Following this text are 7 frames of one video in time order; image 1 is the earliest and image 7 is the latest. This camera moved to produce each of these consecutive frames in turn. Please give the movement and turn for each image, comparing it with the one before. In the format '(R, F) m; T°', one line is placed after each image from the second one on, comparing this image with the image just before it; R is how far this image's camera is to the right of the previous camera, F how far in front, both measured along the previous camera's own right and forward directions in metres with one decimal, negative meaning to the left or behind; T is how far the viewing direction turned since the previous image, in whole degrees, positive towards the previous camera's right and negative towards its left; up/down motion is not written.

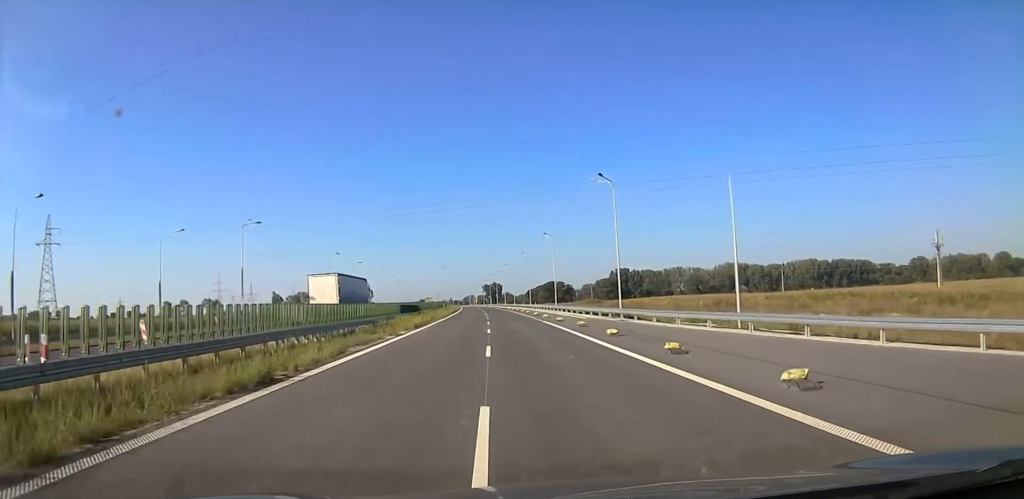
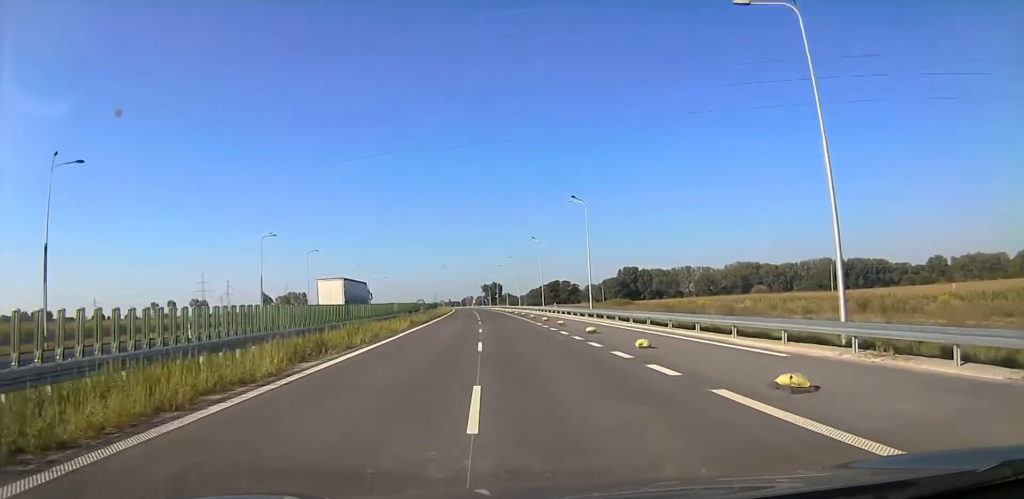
(+1.4, +33.0) m; +1°
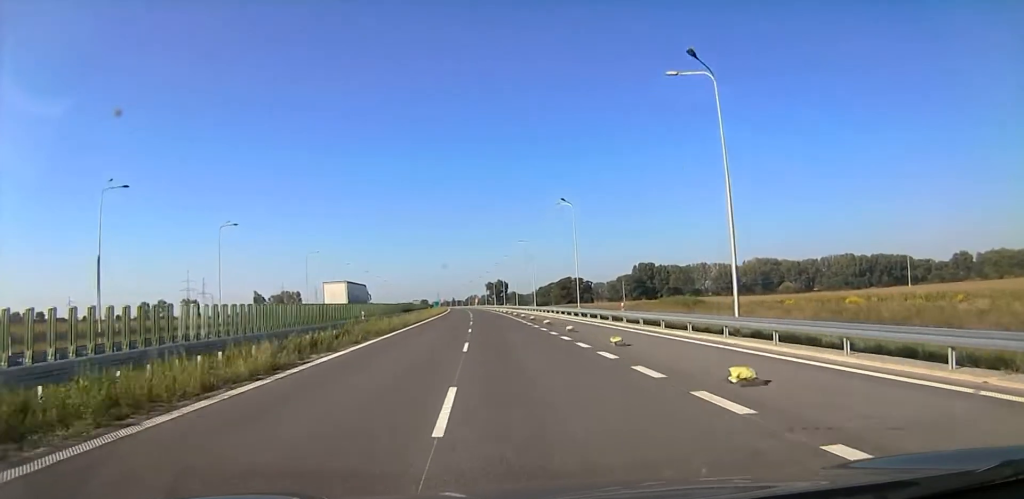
(-1.0, +36.3) m; -1°
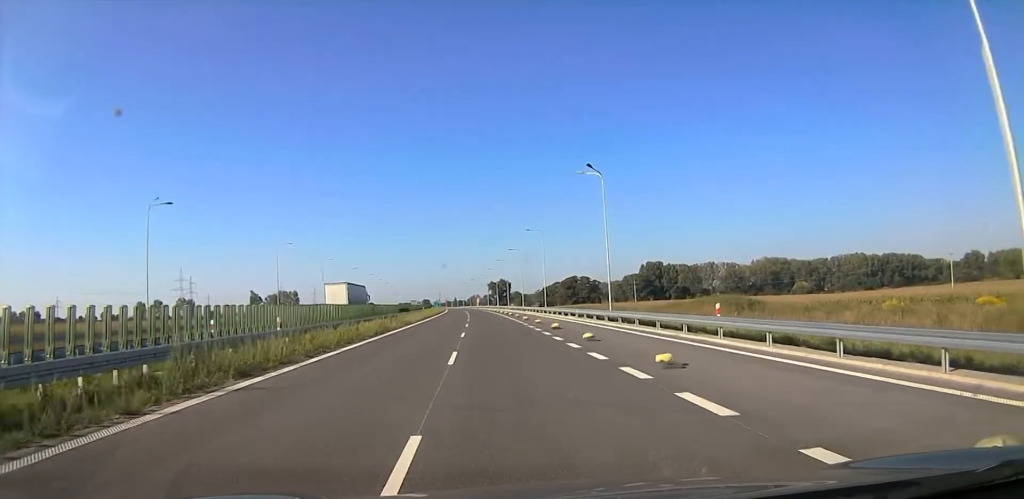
(+0.1, +16.1) m; +1°
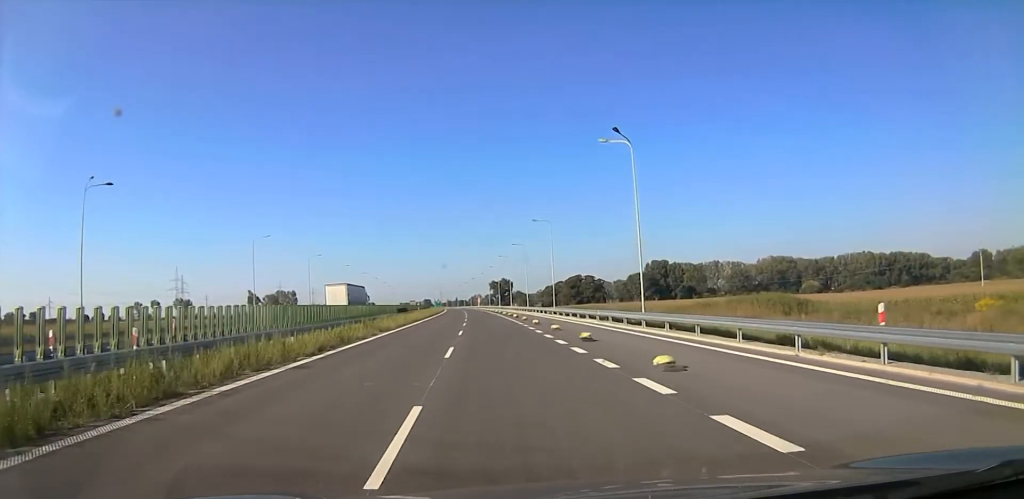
(+0.1, +10.6) m; 0°
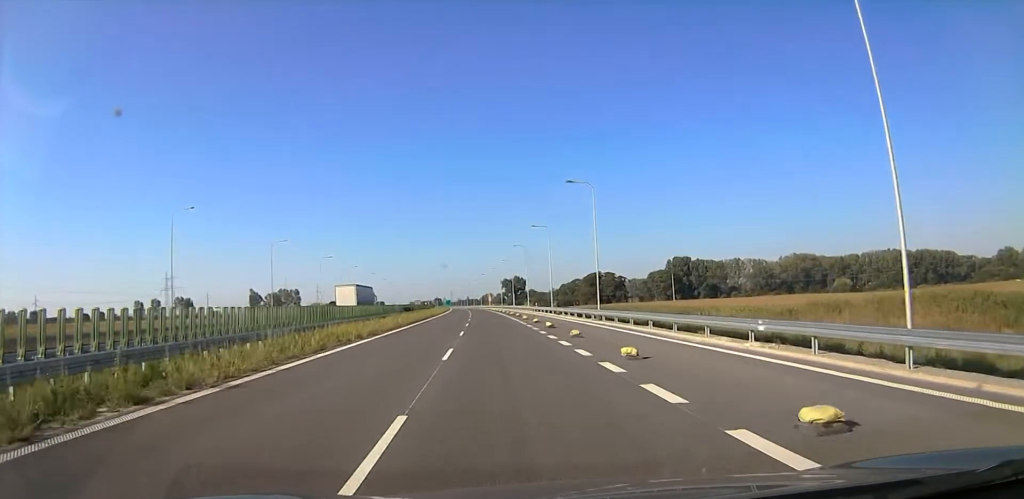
(-0.4, +25.5) m; -3°
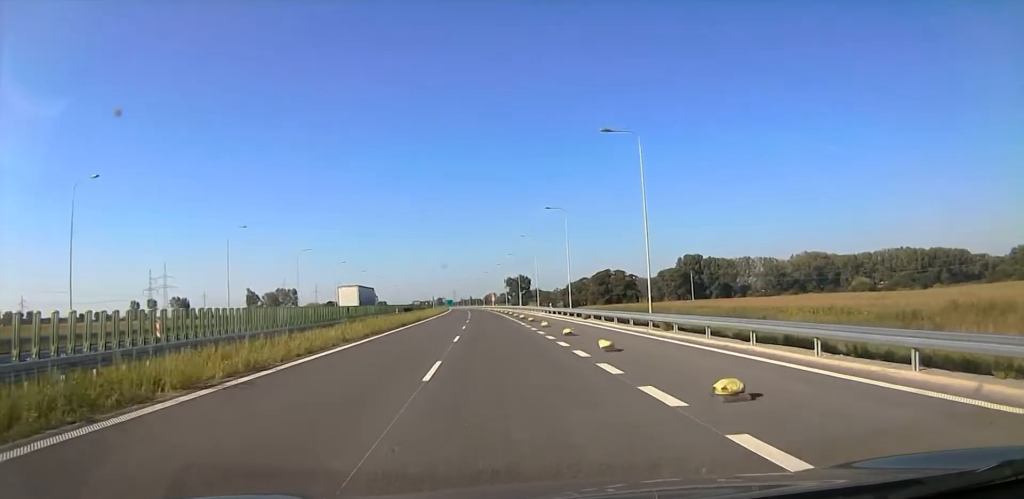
(-0.5, +16.5) m; -2°
